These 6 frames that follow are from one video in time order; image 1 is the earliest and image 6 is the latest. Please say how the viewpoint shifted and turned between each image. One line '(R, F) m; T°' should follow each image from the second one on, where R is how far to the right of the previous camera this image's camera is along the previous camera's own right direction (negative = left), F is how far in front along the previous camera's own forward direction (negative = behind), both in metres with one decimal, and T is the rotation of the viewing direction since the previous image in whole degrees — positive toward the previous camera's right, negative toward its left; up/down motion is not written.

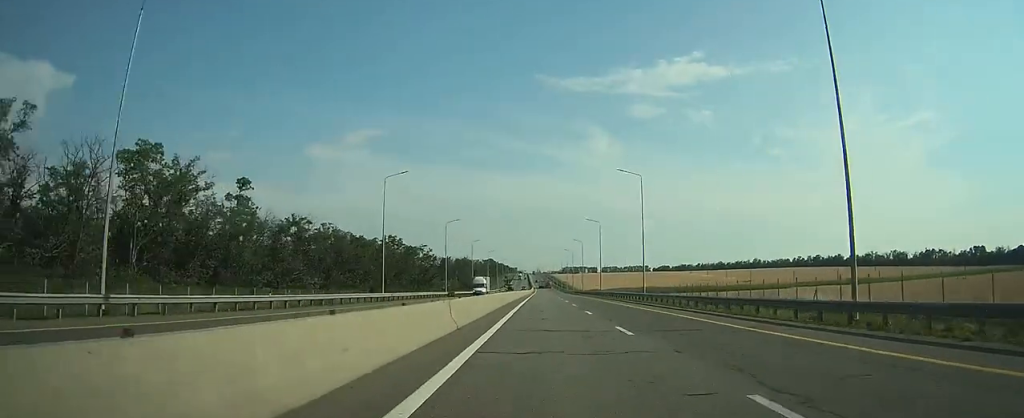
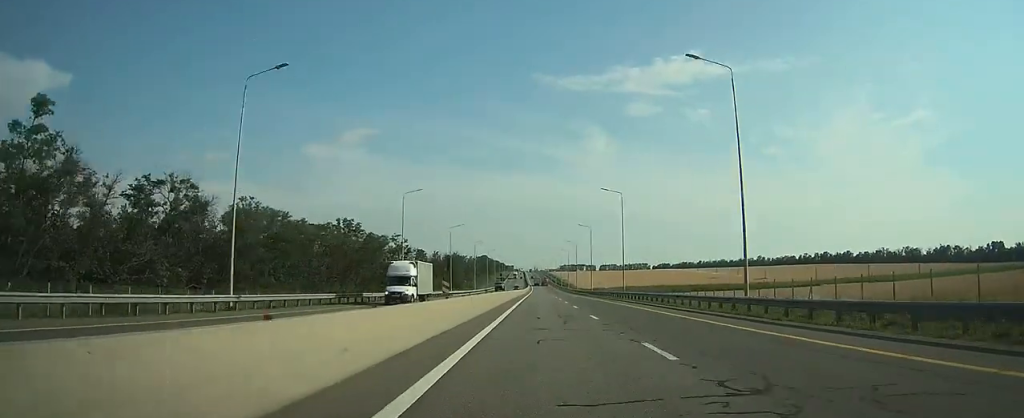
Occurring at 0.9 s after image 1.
(+0.1, +29.5) m; 0°
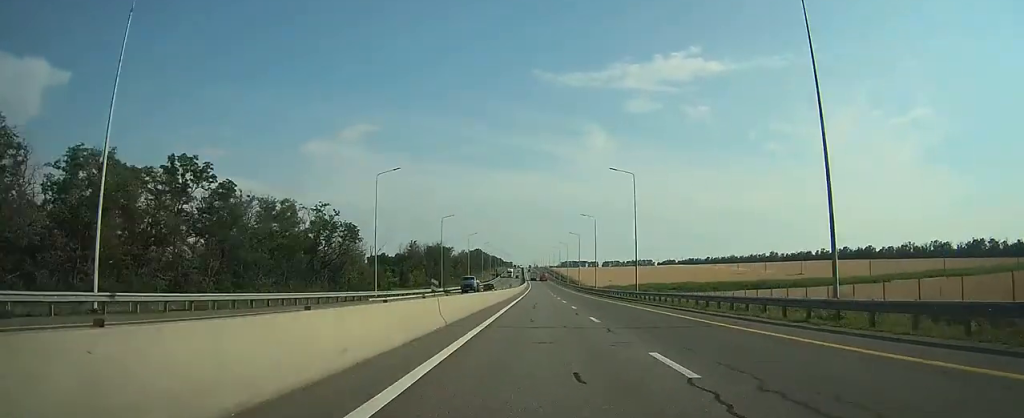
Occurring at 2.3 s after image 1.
(+0.3, +50.3) m; 0°
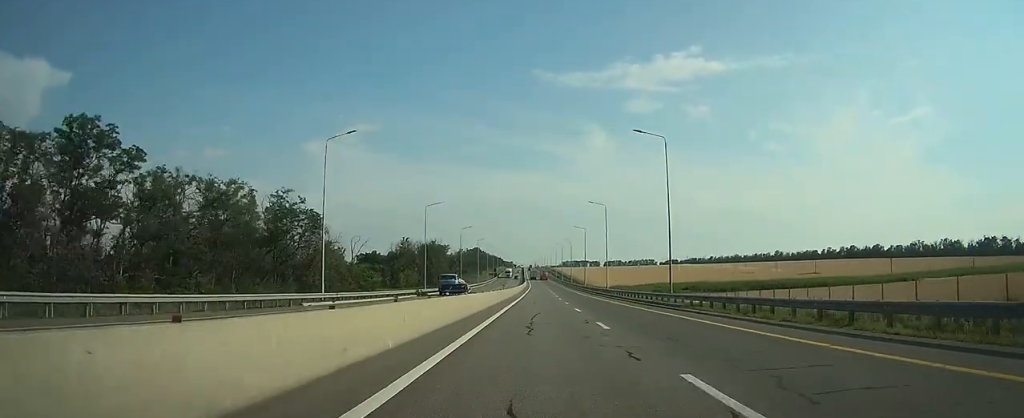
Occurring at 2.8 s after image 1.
(0.0, +14.9) m; 0°
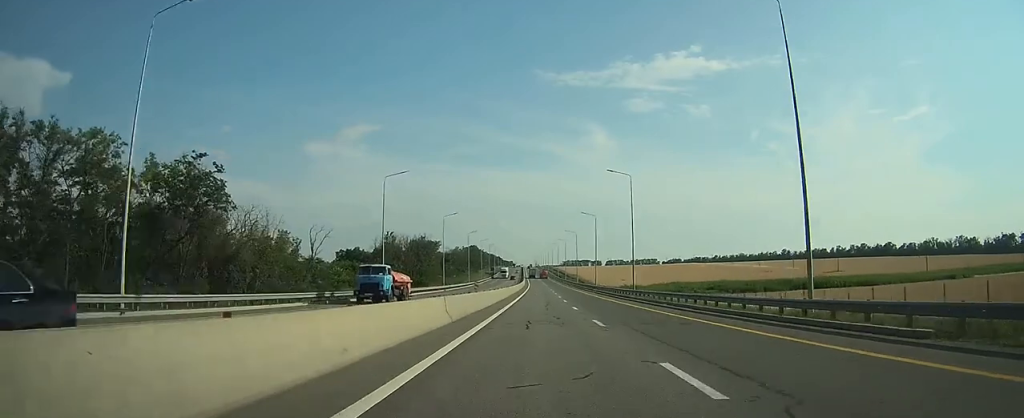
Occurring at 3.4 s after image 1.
(0.0, +23.1) m; 0°
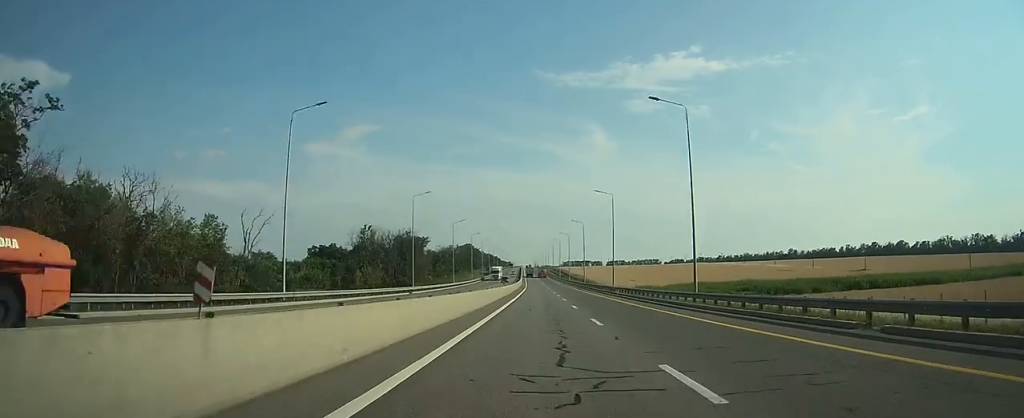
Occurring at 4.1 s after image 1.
(0.0, +24.2) m; 0°
